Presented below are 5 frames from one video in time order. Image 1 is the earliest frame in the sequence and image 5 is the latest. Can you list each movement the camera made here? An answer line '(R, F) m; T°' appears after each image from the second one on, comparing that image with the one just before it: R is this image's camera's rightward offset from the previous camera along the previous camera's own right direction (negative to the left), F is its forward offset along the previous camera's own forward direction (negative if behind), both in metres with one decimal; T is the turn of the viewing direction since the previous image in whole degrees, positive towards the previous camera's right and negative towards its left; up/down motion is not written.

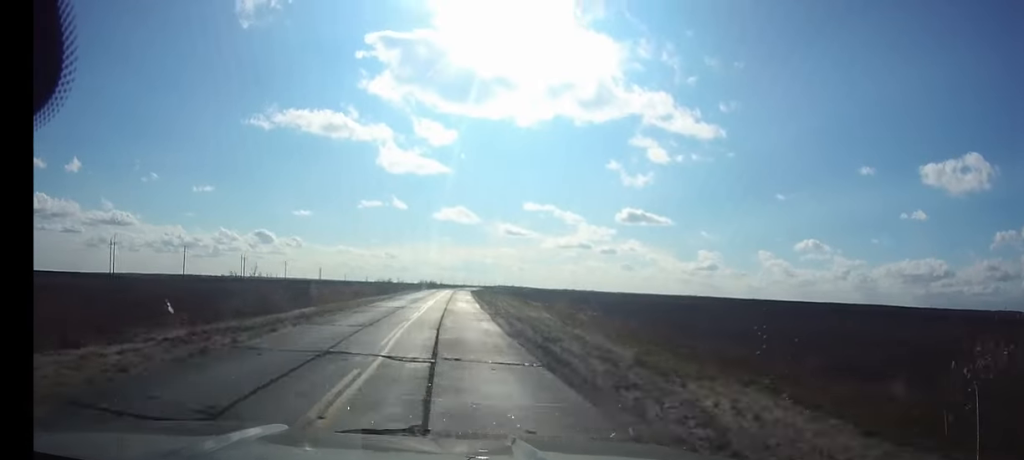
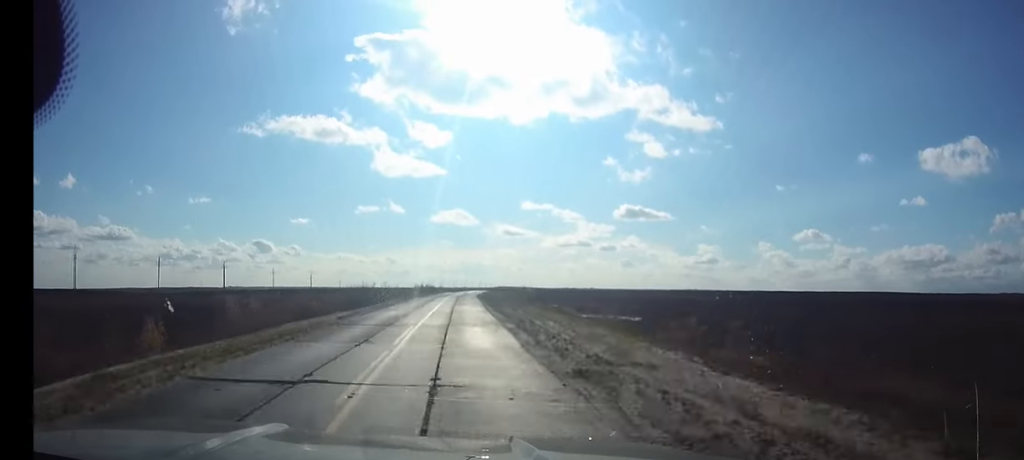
(+0.1, +20.1) m; +1°
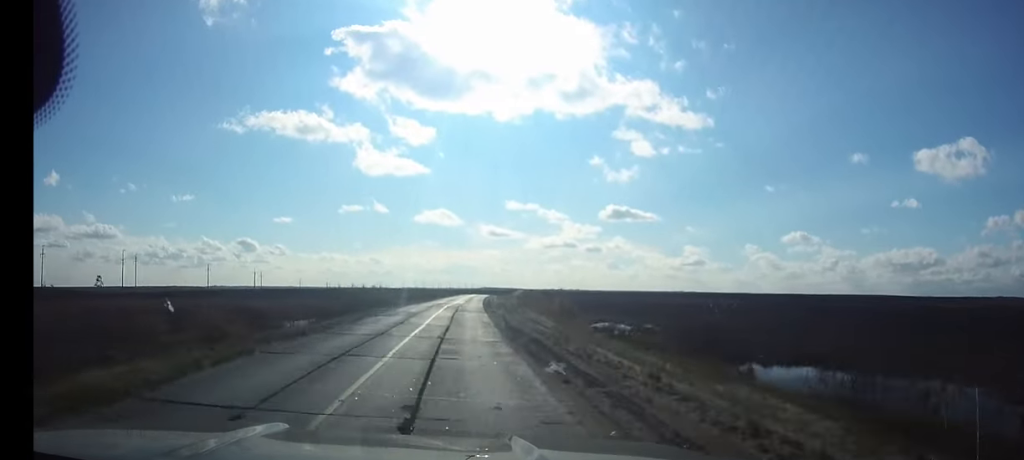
(+0.9, +61.6) m; +2°
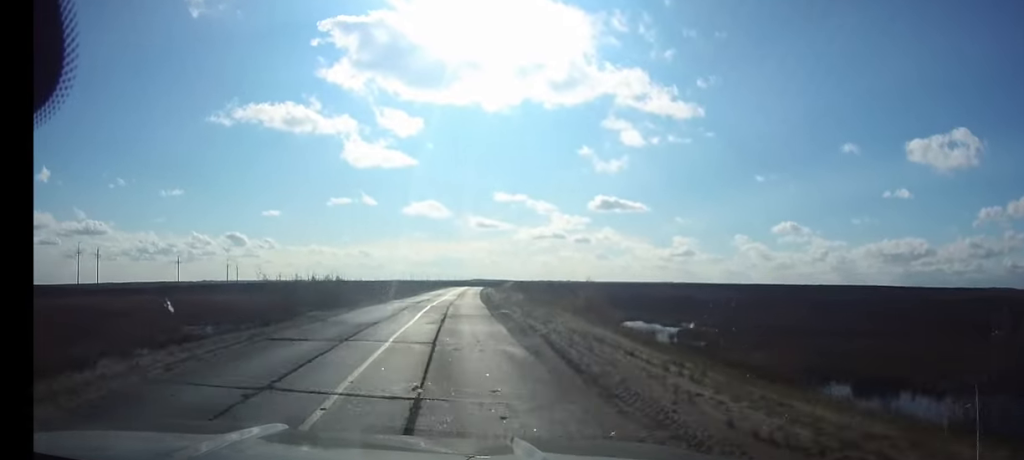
(+0.1, +17.5) m; +1°
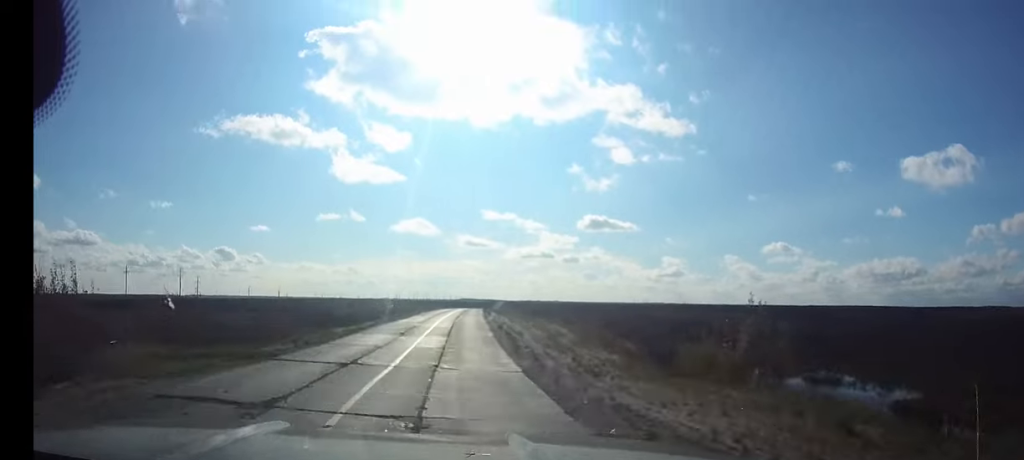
(+0.3, +29.6) m; +1°
